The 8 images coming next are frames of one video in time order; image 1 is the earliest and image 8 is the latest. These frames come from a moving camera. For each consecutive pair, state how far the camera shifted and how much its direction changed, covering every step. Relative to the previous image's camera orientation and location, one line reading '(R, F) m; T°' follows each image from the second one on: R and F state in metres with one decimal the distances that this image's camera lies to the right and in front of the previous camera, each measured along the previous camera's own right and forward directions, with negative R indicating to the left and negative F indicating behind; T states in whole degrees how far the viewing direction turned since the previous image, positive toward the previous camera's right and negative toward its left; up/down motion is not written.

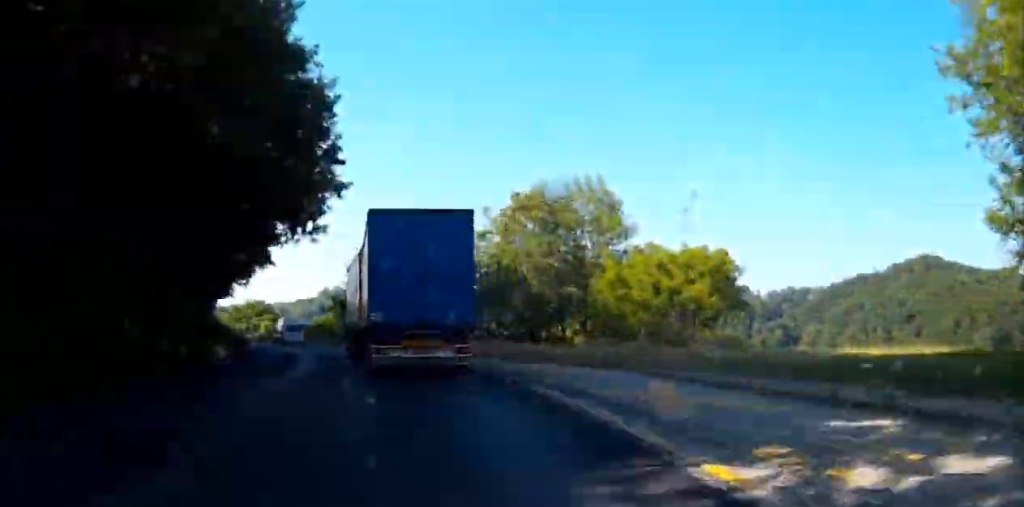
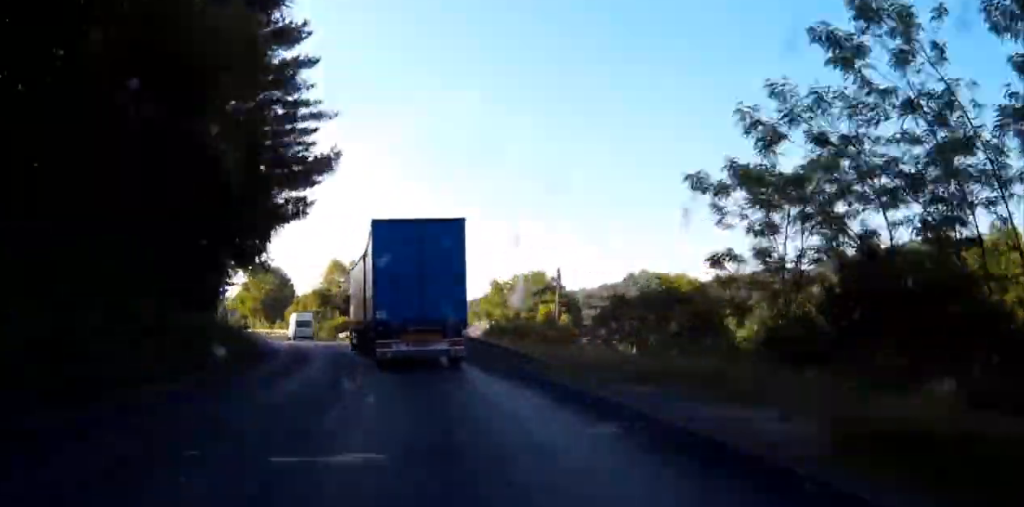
(-15.2, +57.8) m; -32°
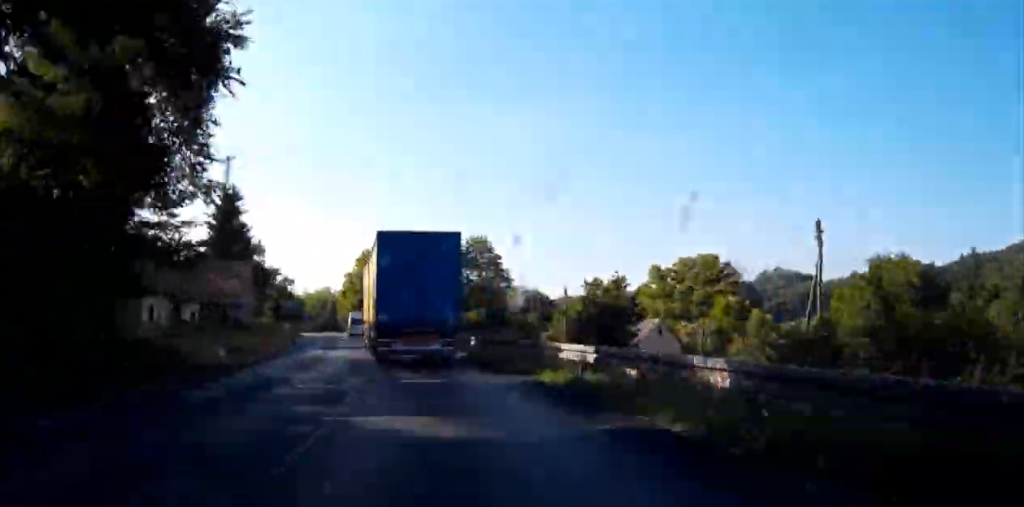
(-3.3, +27.5) m; -8°
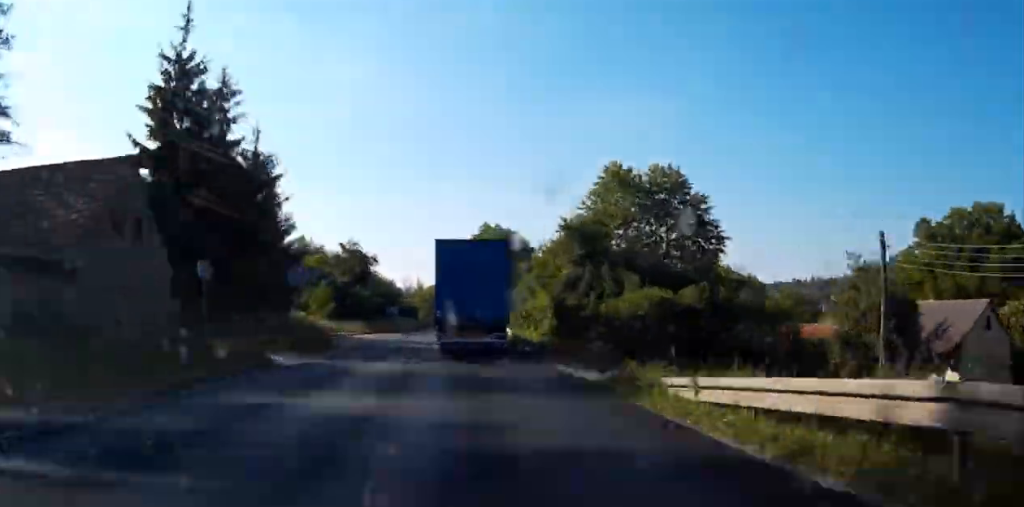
(-3.3, +38.2) m; -6°
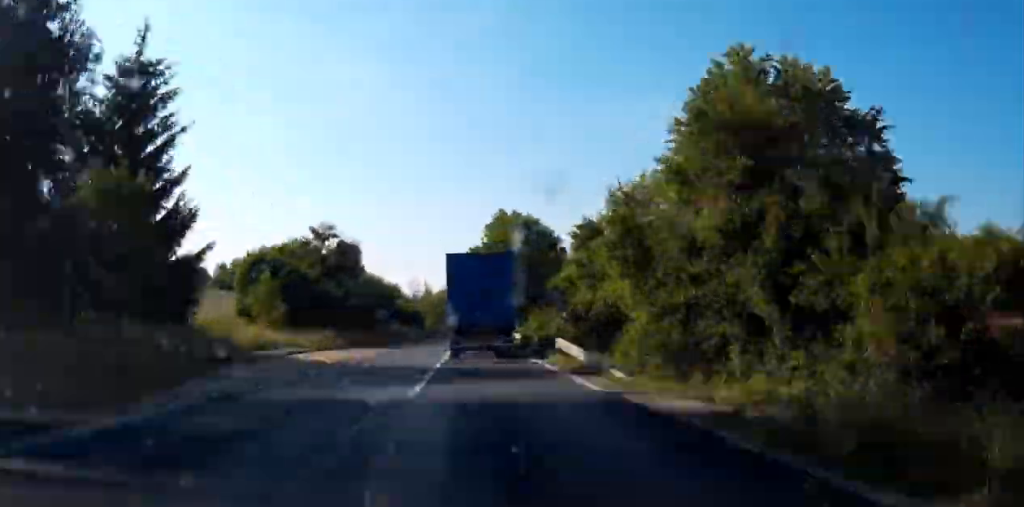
(-0.7, +22.1) m; -2°
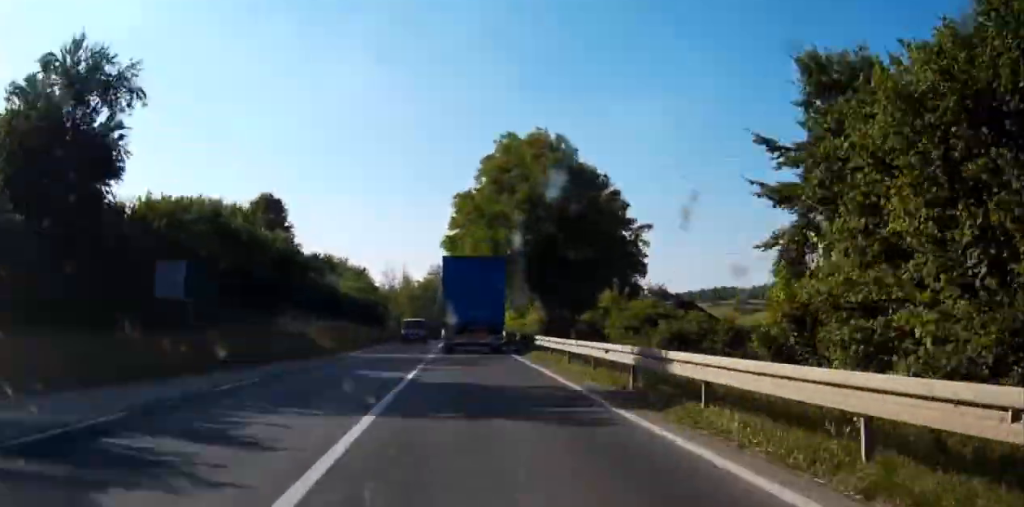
(0.0, +41.9) m; -1°
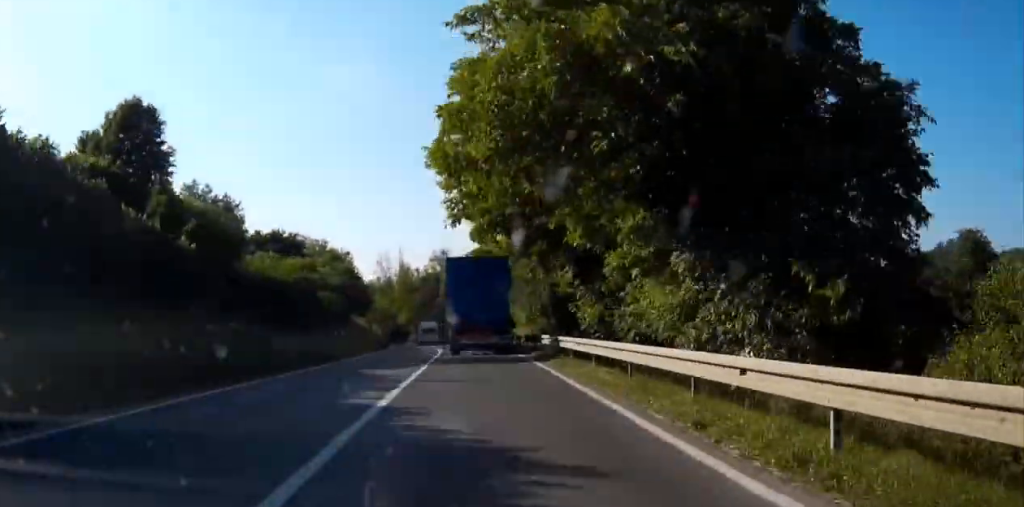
(-0.2, +31.4) m; -2°
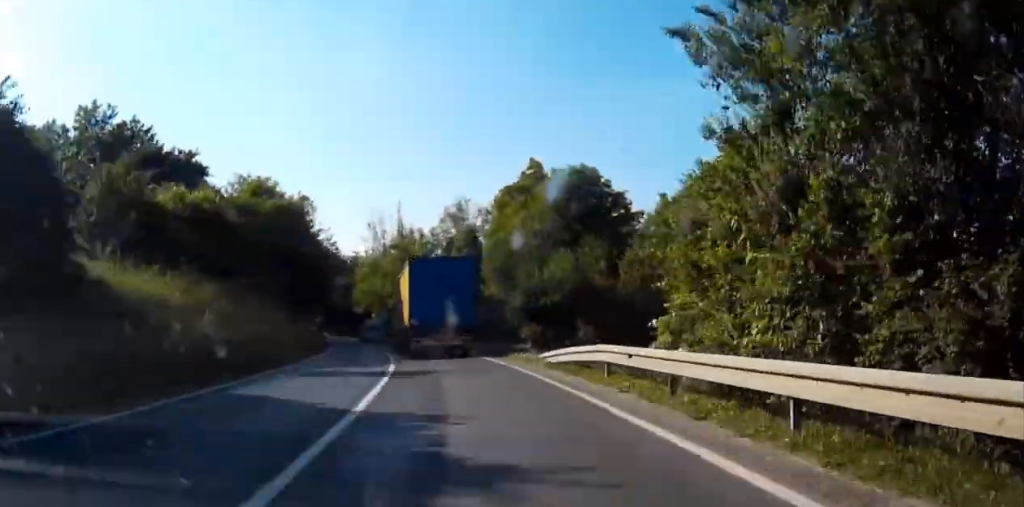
(-0.9, +42.7) m; -6°
